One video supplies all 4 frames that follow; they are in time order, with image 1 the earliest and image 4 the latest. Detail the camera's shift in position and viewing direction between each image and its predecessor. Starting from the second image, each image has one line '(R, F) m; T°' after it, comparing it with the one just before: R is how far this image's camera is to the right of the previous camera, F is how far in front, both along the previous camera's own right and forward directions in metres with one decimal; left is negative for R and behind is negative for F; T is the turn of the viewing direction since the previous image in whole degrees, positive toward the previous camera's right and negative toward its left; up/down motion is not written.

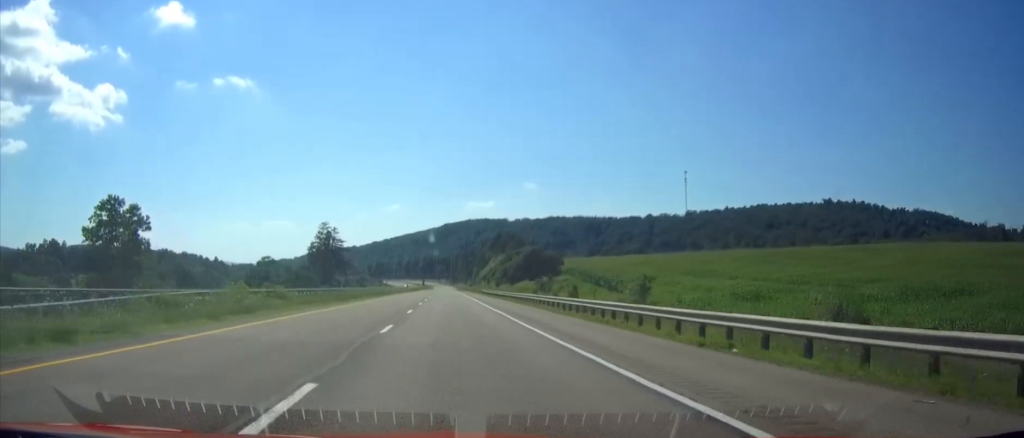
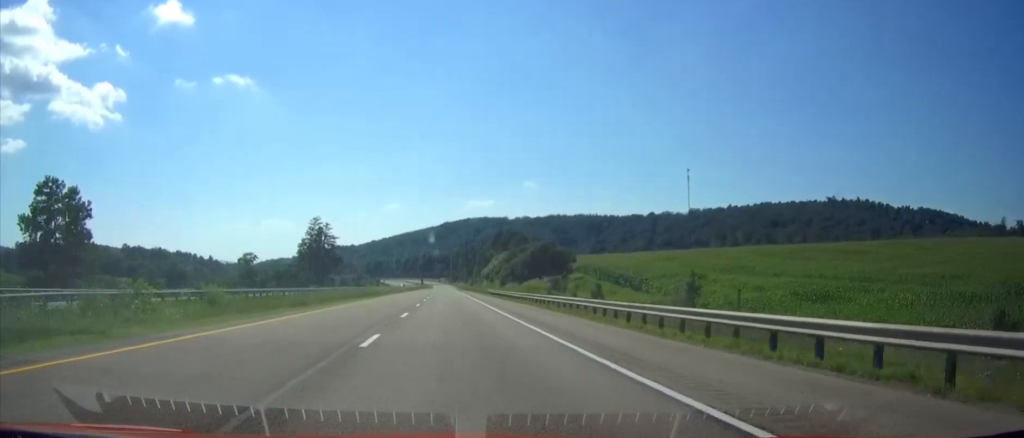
(0.0, +14.9) m; 0°
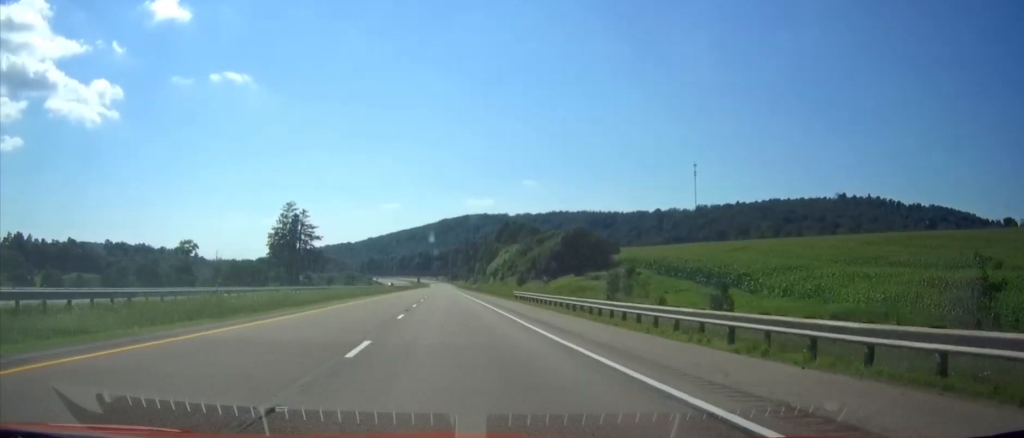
(0.0, +36.2) m; 0°
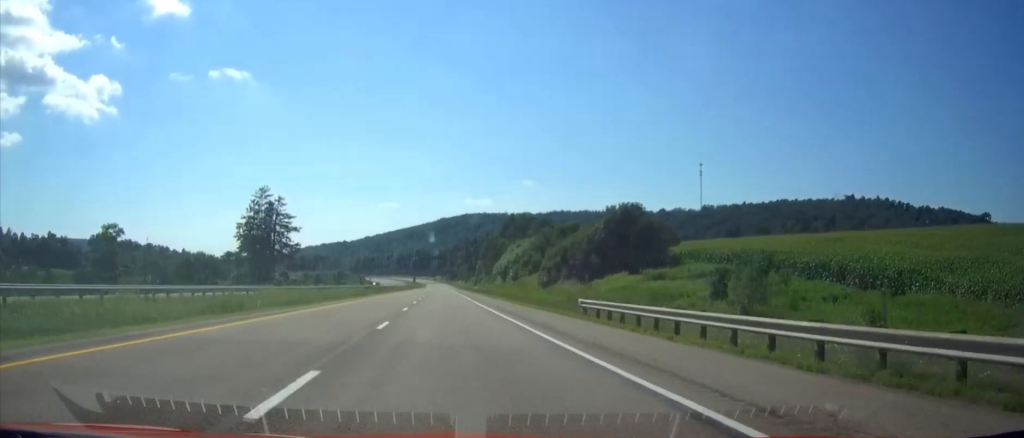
(0.0, +27.7) m; 0°
